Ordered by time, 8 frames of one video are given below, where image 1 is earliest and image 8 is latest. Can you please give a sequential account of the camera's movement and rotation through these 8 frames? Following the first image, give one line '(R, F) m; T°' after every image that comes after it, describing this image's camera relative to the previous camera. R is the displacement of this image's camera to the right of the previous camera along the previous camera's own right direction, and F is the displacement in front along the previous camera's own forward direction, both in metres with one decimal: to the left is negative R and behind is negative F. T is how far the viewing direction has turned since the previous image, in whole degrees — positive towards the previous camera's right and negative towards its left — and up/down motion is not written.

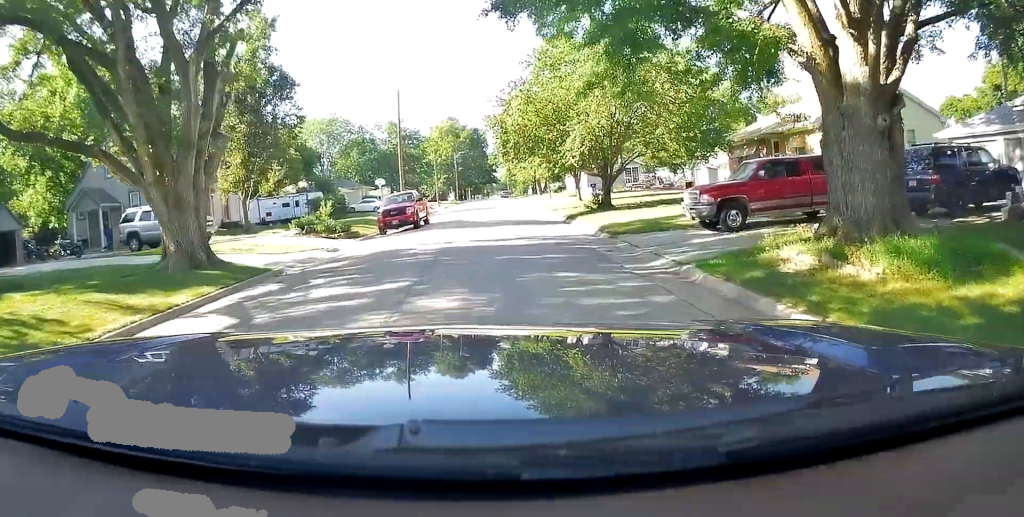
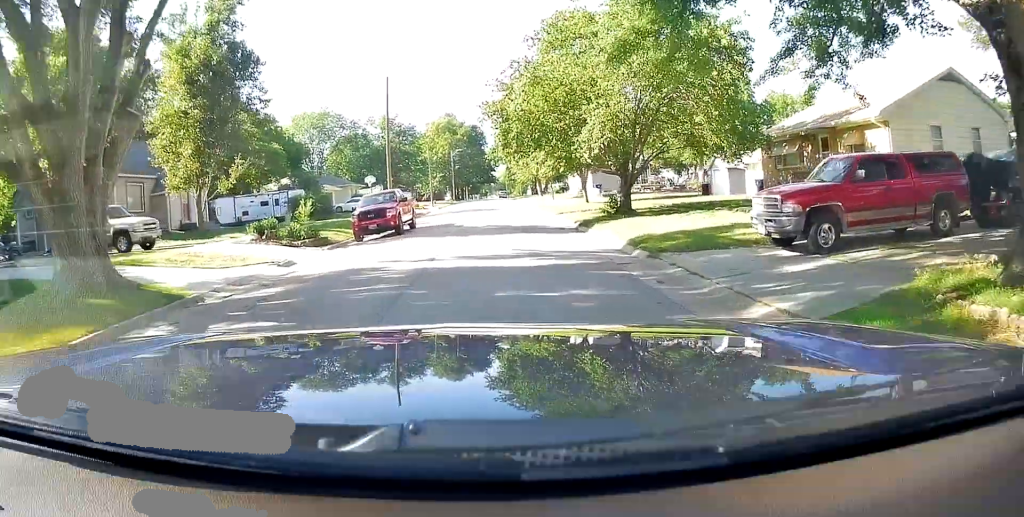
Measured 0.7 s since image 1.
(0.0, +3.9) m; 0°
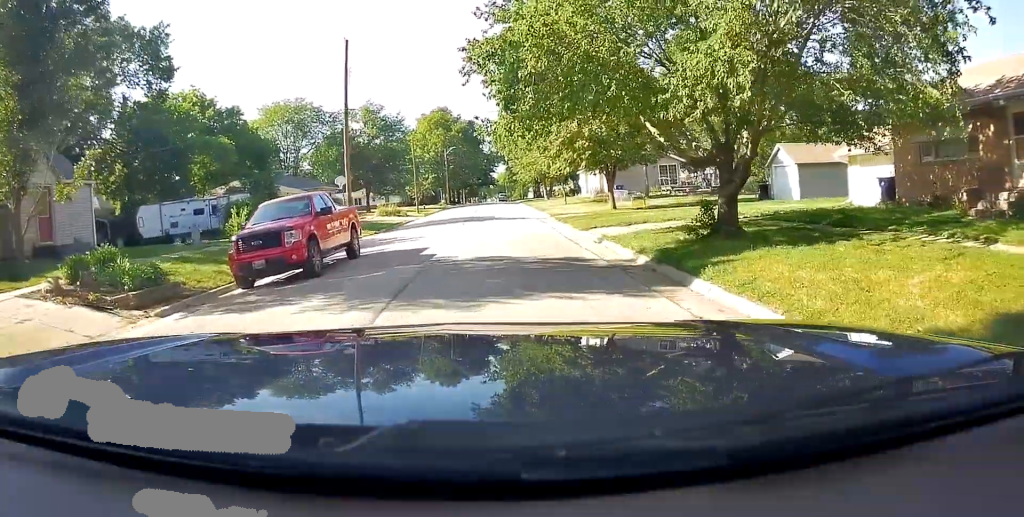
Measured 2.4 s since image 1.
(+0.5, +9.7) m; +7°
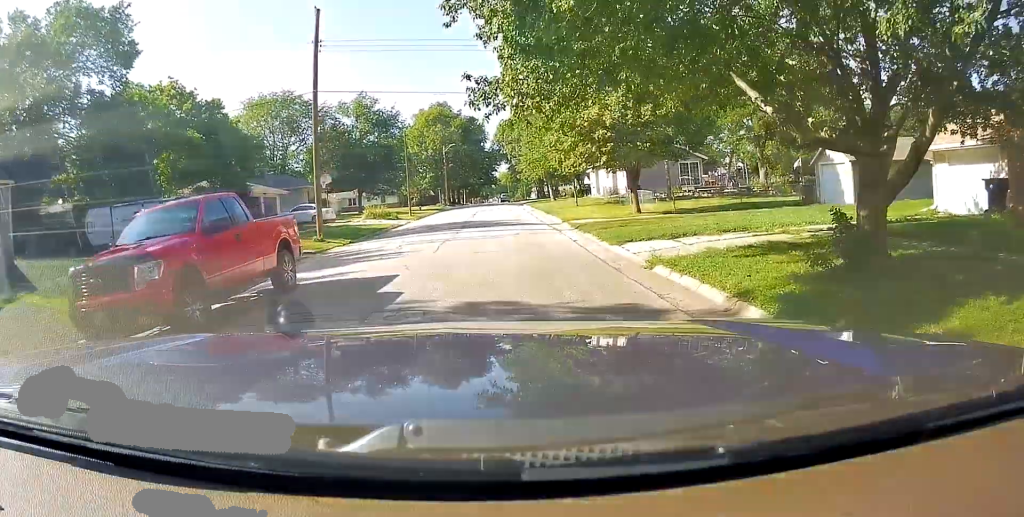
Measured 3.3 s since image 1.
(+0.4, +5.4) m; -1°
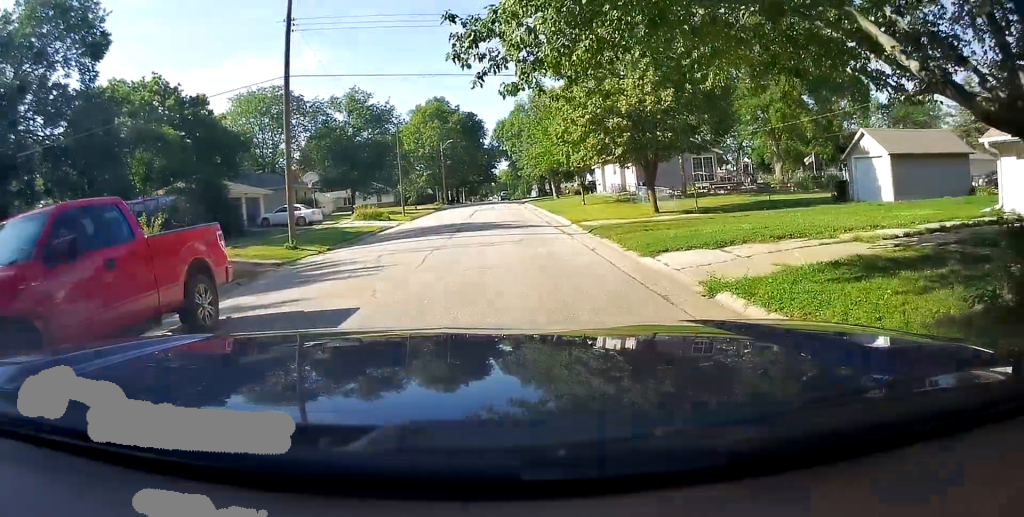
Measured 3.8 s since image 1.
(-0.4, +3.4) m; -4°
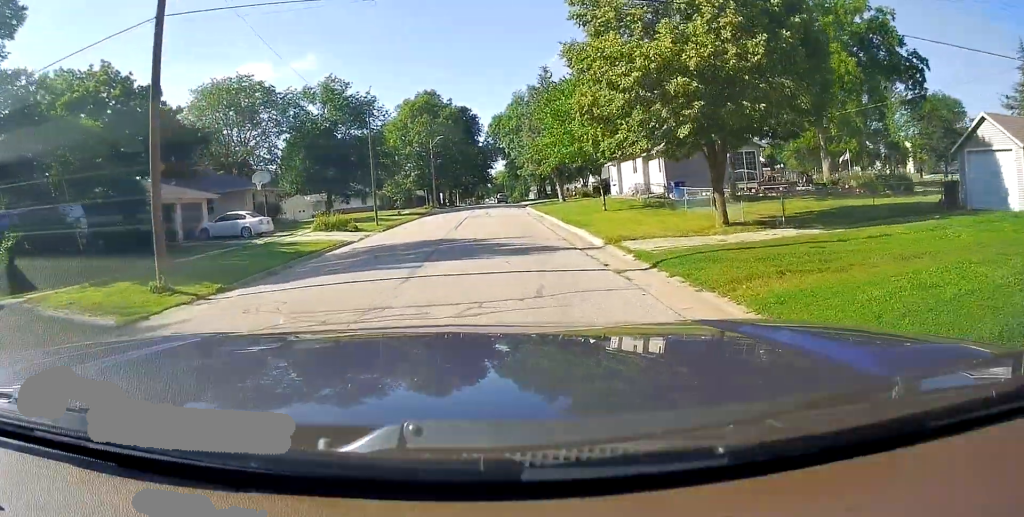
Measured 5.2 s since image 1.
(-0.4, +9.2) m; -3°
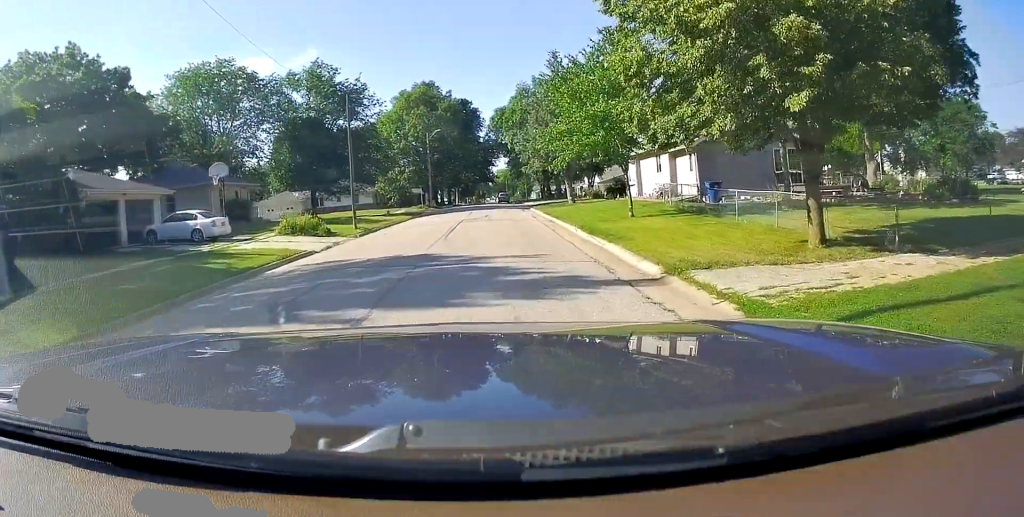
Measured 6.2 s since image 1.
(0.0, +6.1) m; 0°
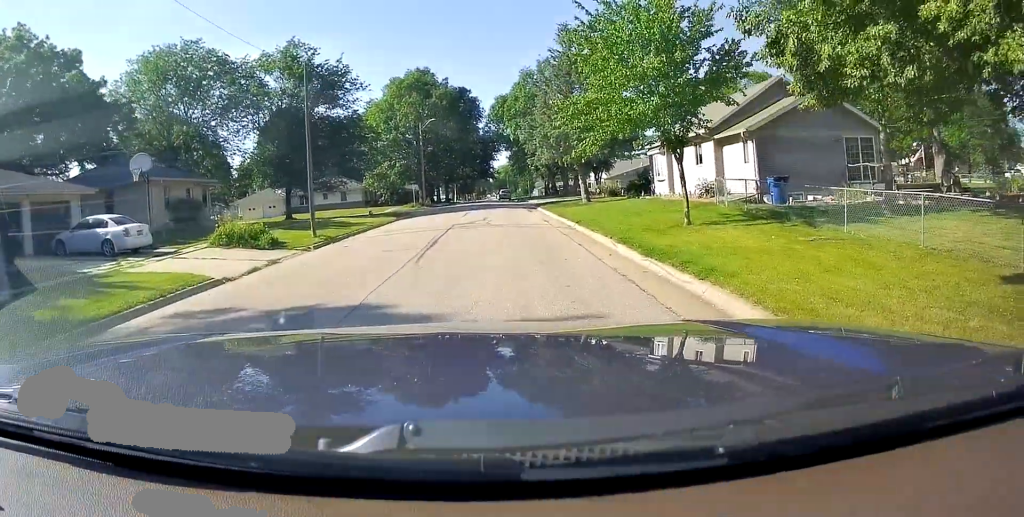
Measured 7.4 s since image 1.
(0.0, +6.9) m; 0°
